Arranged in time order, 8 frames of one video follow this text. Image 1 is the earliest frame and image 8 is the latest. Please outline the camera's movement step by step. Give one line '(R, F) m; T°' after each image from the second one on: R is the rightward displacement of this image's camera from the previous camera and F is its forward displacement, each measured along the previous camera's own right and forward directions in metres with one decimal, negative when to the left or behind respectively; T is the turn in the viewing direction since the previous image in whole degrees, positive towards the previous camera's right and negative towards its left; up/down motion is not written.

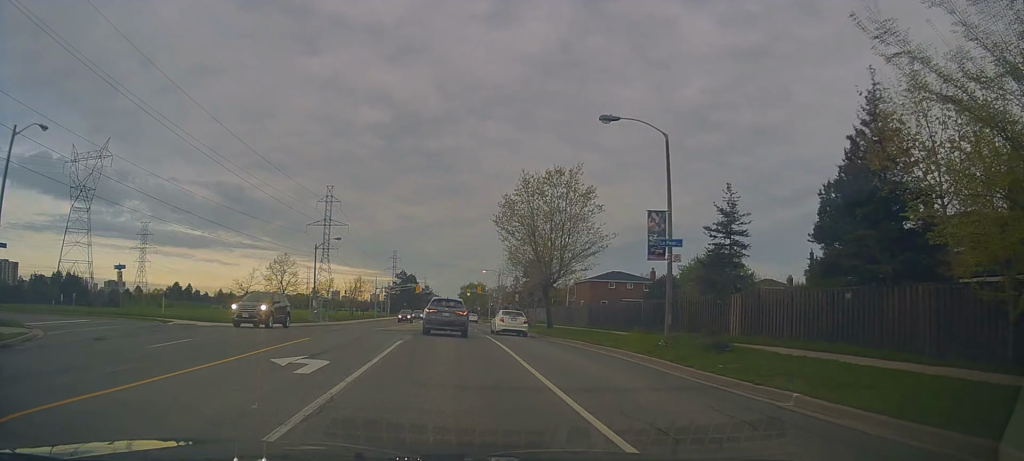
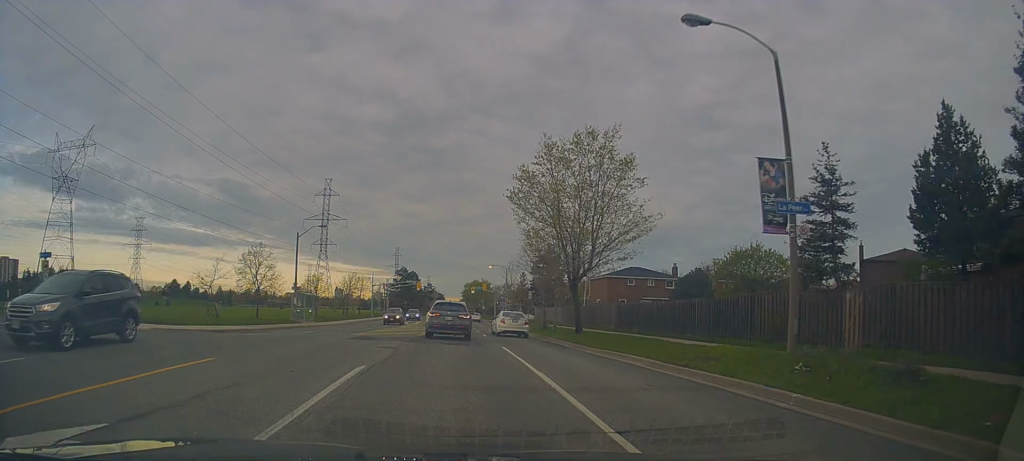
(0.0, +7.7) m; 0°
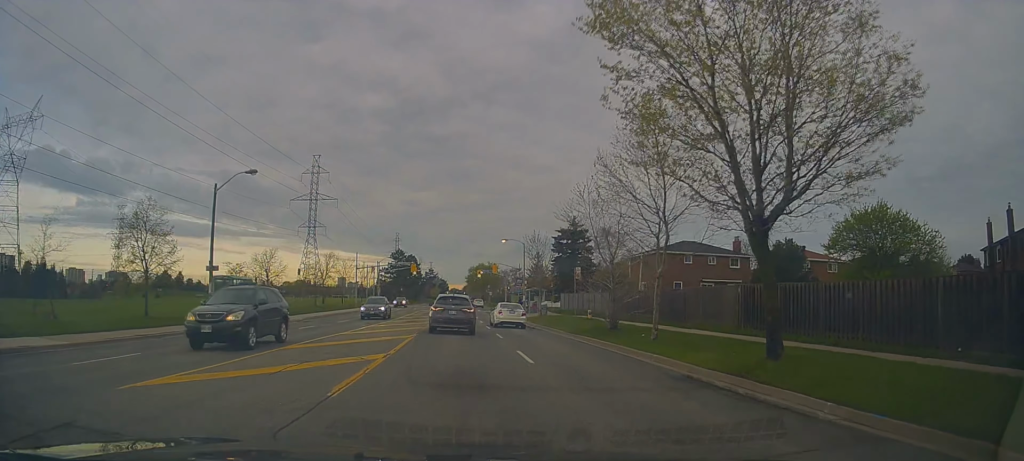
(0.0, +17.7) m; -1°
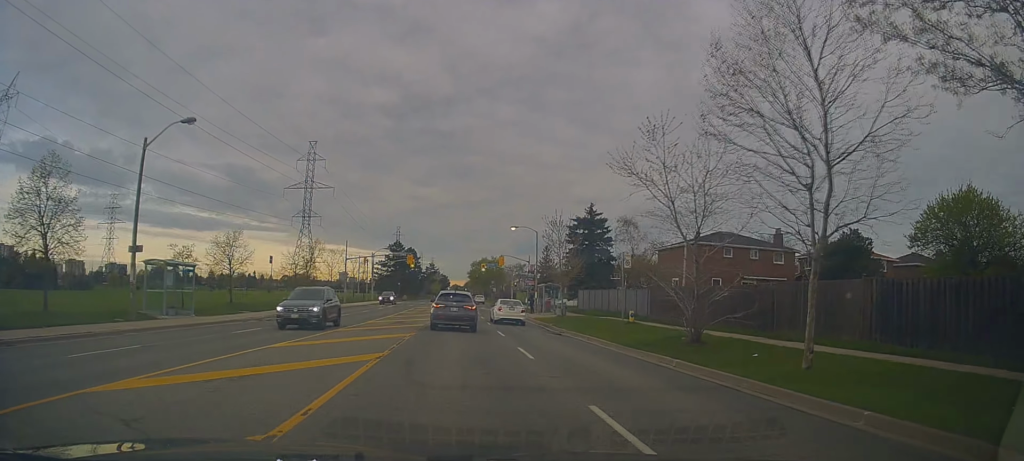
(0.0, +8.4) m; -1°
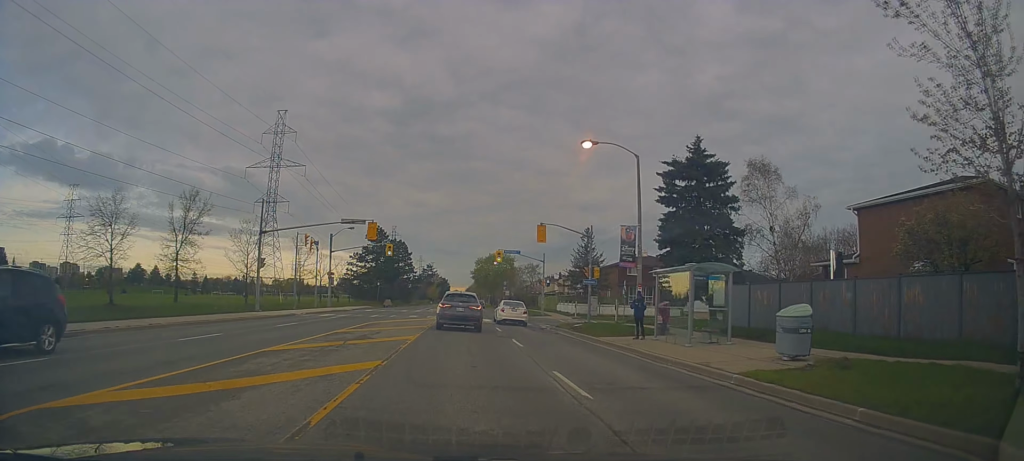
(-0.8, +30.6) m; -1°
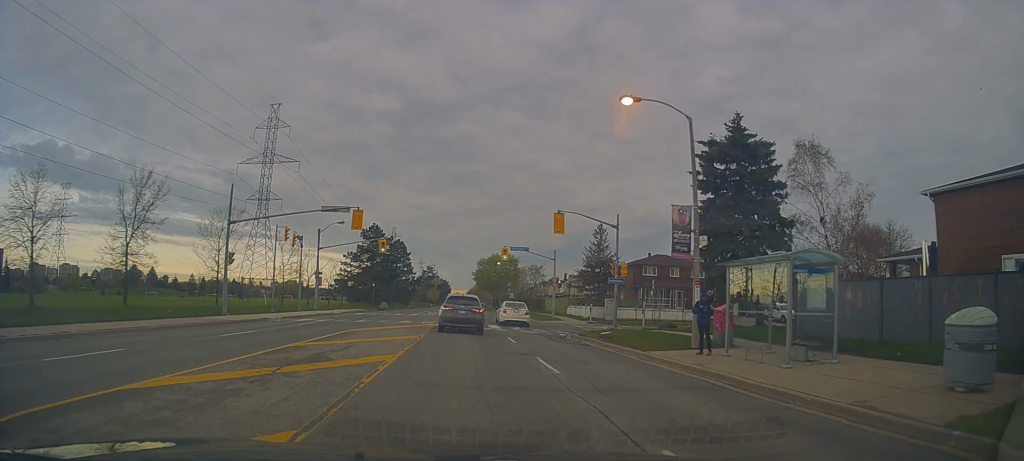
(0.0, +6.0) m; 0°
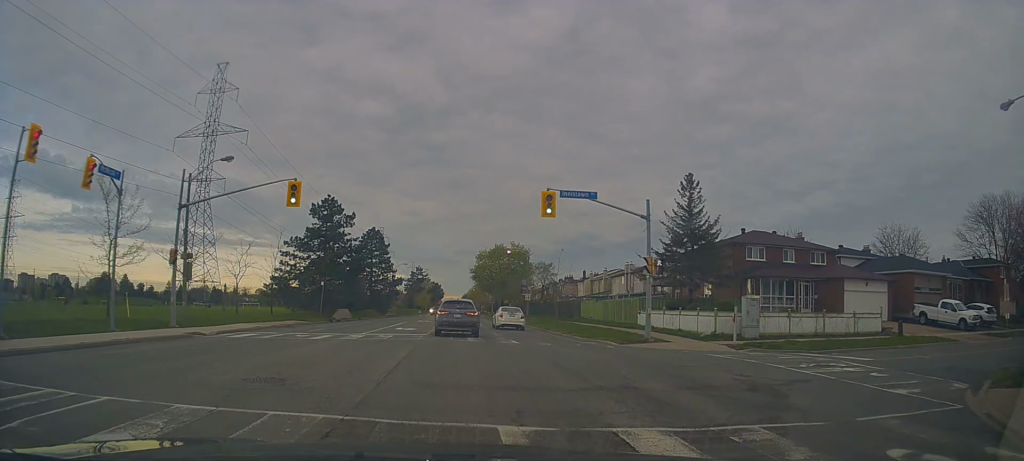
(+1.0, +26.0) m; +3°
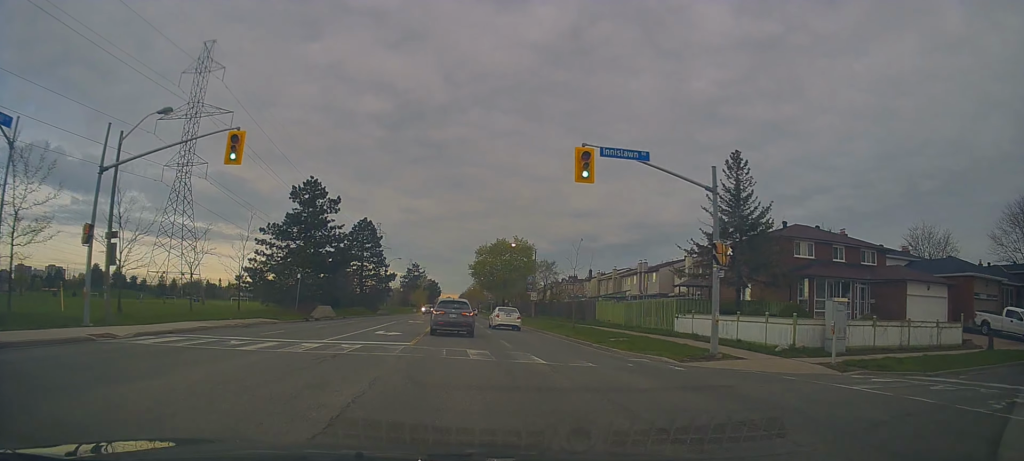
(-0.2, +6.9) m; -1°
